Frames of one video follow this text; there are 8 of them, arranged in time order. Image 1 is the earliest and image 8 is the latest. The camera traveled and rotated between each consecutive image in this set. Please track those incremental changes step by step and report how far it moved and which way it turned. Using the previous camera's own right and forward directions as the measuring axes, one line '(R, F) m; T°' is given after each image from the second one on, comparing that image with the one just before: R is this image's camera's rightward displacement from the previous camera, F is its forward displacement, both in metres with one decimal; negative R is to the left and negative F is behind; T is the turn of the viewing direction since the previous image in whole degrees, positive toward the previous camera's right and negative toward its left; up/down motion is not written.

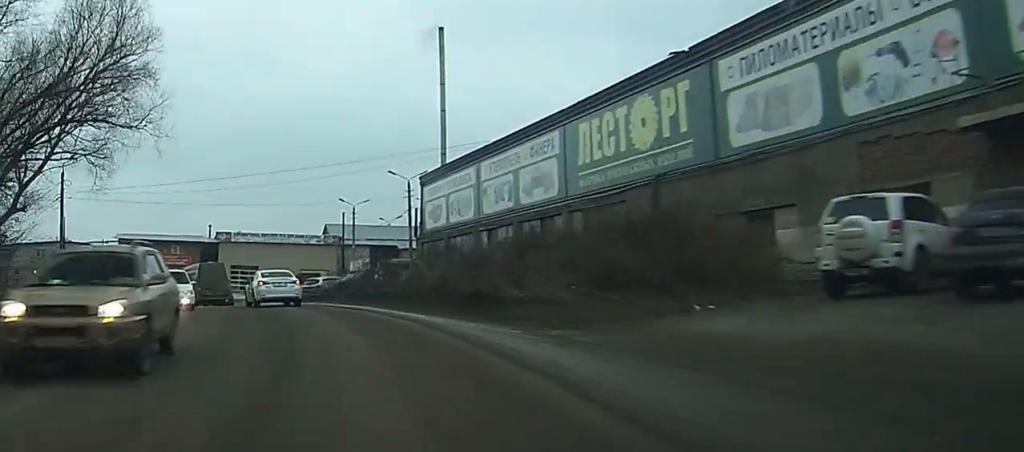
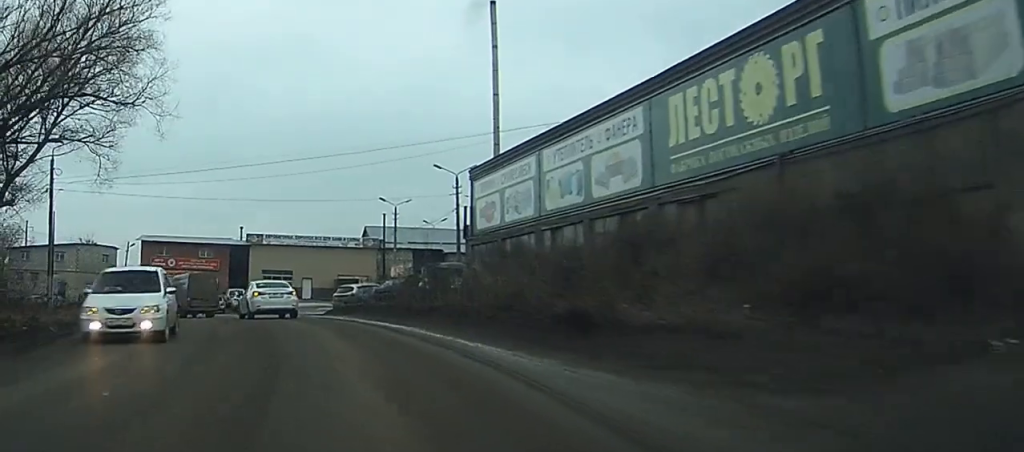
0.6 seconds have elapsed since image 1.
(+0.1, +7.7) m; -2°
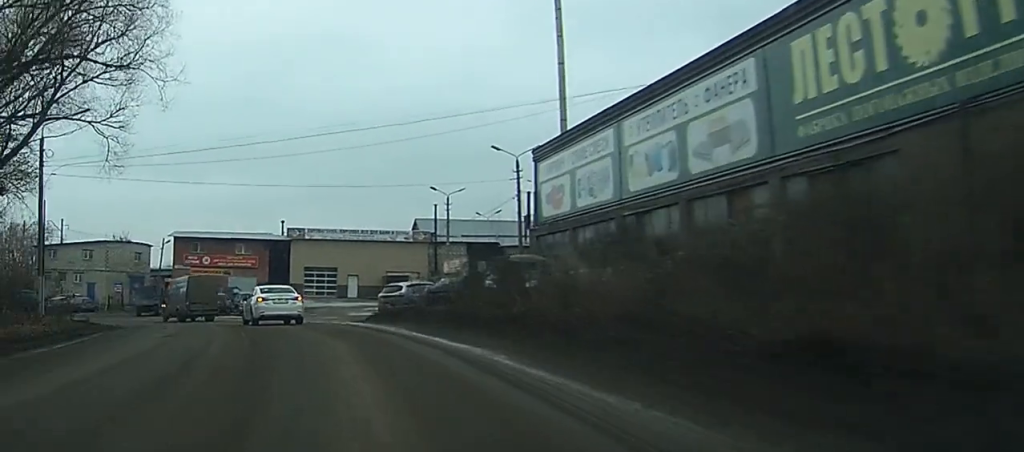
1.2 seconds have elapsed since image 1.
(-0.3, +7.1) m; -3°
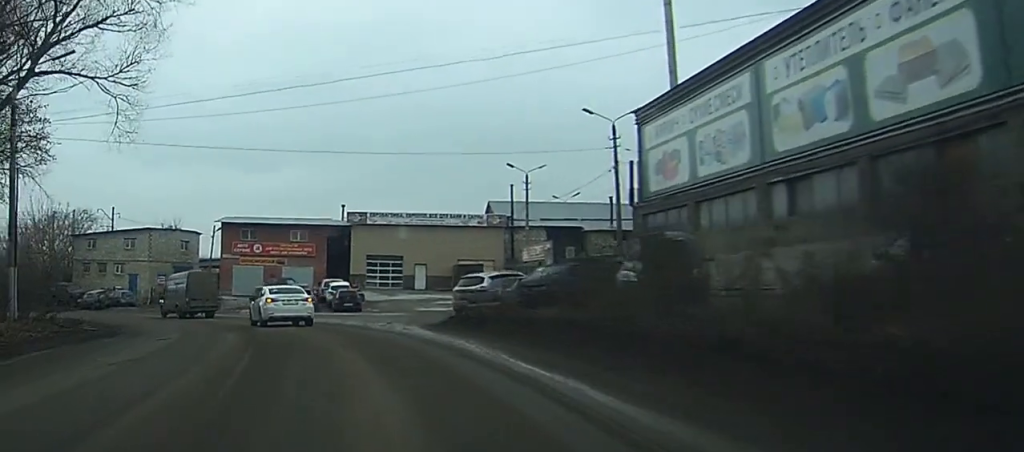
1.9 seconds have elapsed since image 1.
(-0.3, +9.0) m; -3°
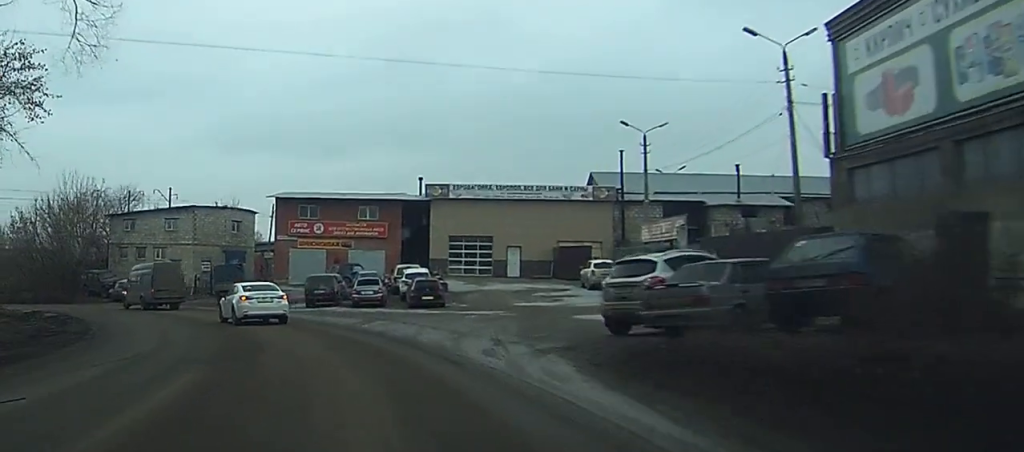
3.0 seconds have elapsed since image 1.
(-0.6, +13.3) m; -6°
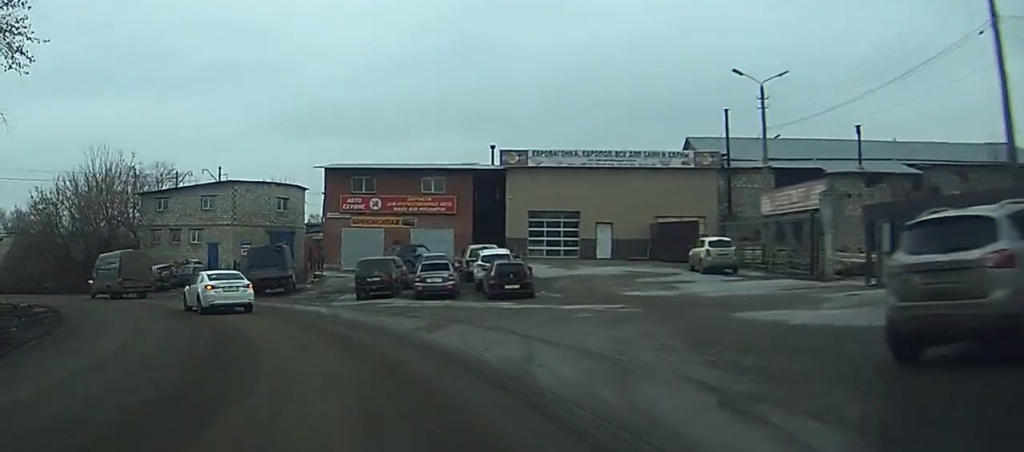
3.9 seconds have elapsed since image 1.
(-0.5, +9.7) m; -5°
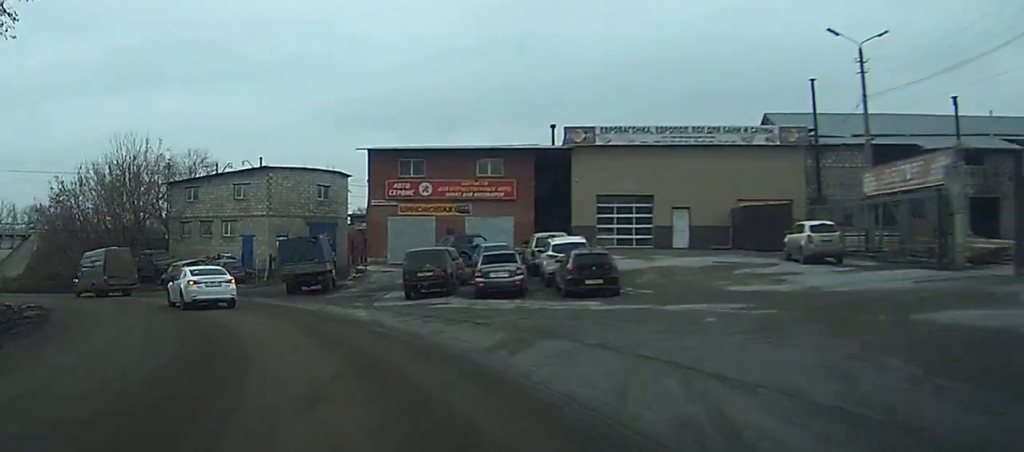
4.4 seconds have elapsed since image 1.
(-0.3, +5.8) m; -3°
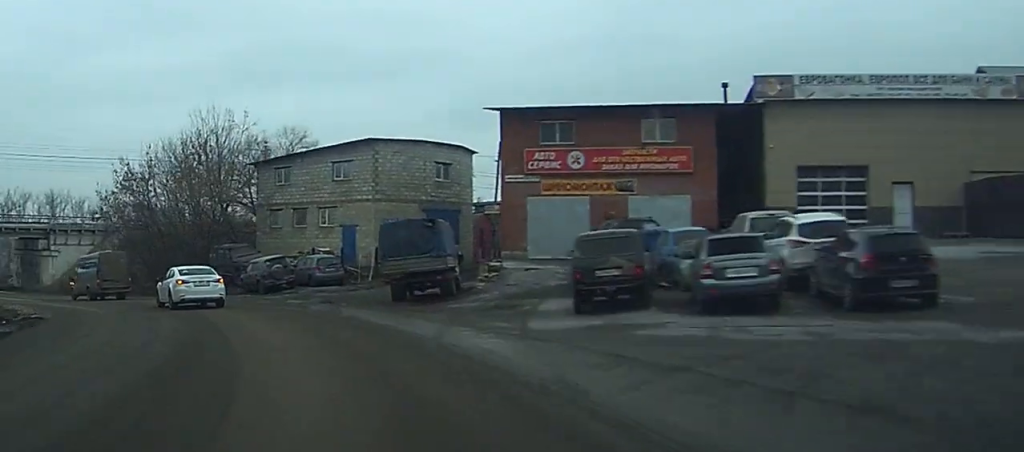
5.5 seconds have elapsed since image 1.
(-0.1, +11.1) m; -8°
